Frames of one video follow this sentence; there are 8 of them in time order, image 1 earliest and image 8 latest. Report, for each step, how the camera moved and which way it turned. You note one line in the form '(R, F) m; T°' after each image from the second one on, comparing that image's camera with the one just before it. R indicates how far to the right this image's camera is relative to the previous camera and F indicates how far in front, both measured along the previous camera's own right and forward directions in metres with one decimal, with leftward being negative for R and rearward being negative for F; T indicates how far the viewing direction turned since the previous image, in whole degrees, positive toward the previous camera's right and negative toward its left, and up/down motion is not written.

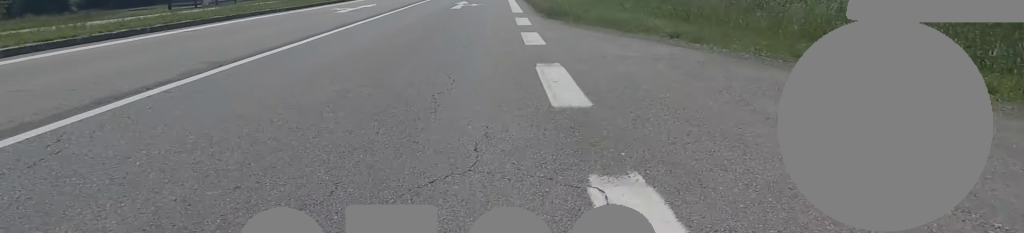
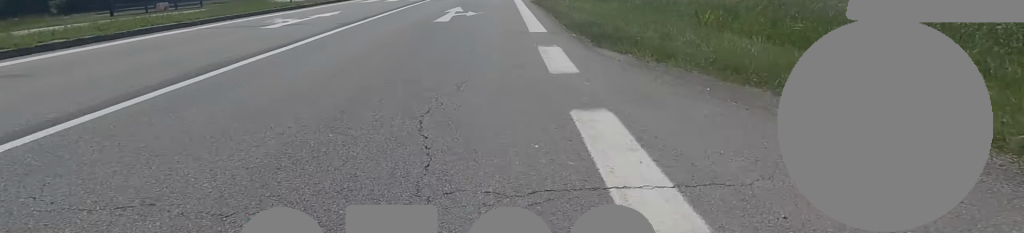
(0.0, +5.2) m; +2°
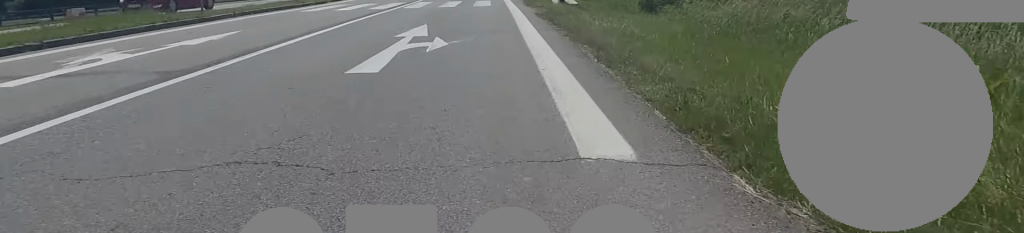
(-0.2, +5.6) m; +4°
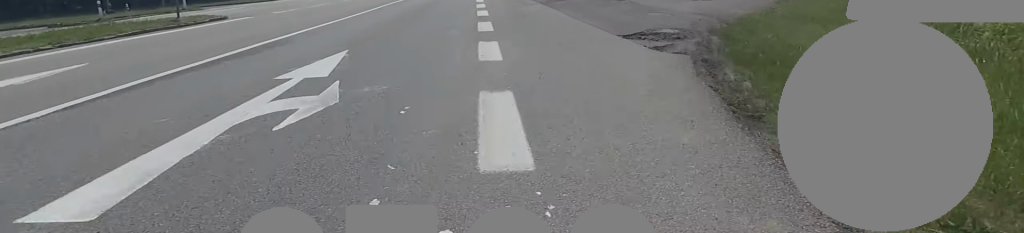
(+1.7, +23.3) m; 0°
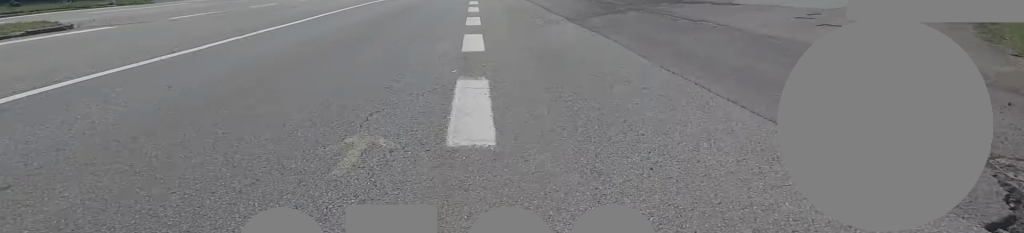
(-0.6, +5.8) m; 0°
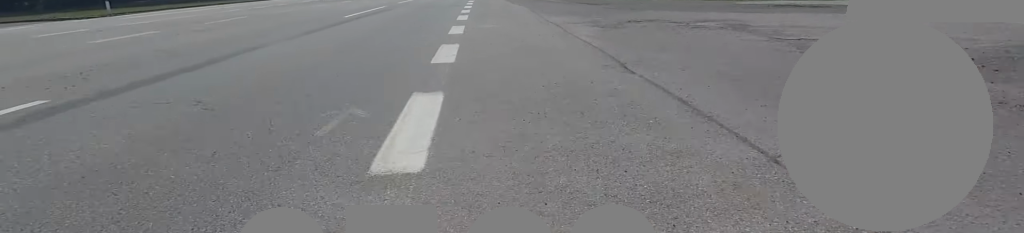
(+0.4, +15.3) m; 0°
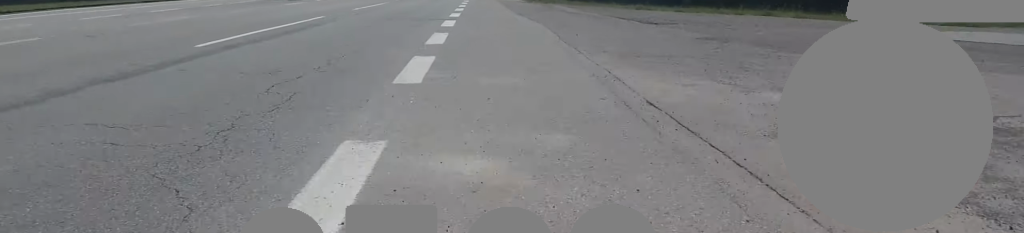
(-0.3, +7.4) m; 0°
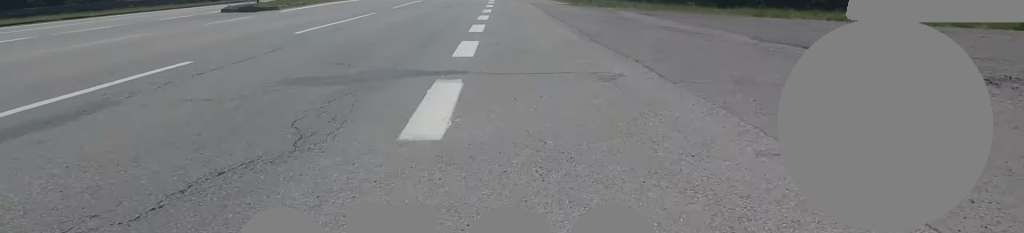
(+0.7, +7.6) m; +1°
